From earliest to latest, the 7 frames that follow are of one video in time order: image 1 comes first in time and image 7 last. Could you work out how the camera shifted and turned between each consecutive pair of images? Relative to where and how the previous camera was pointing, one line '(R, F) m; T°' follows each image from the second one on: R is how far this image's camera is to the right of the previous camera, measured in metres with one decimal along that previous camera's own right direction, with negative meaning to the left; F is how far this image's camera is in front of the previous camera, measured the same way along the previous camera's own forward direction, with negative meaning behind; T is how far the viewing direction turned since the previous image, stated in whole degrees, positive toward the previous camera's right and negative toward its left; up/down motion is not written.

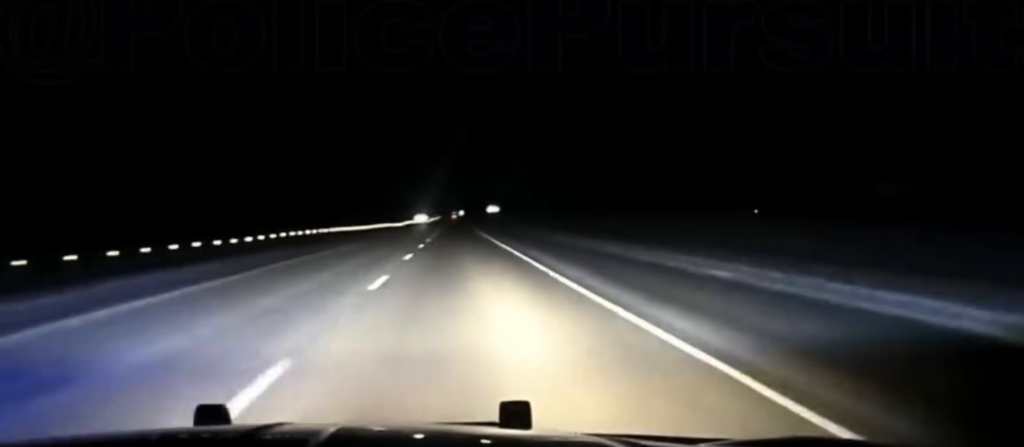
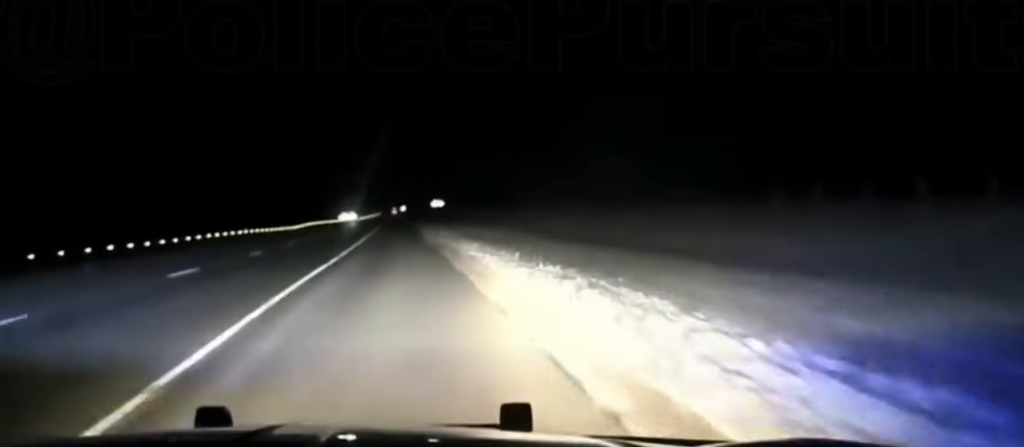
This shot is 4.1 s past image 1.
(+2.0, +82.7) m; +3°
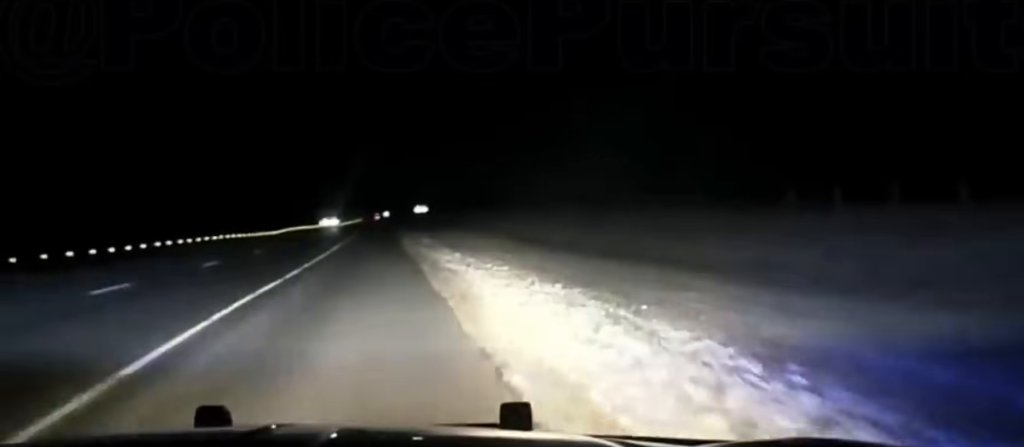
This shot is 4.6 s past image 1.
(0.0, +3.8) m; -2°
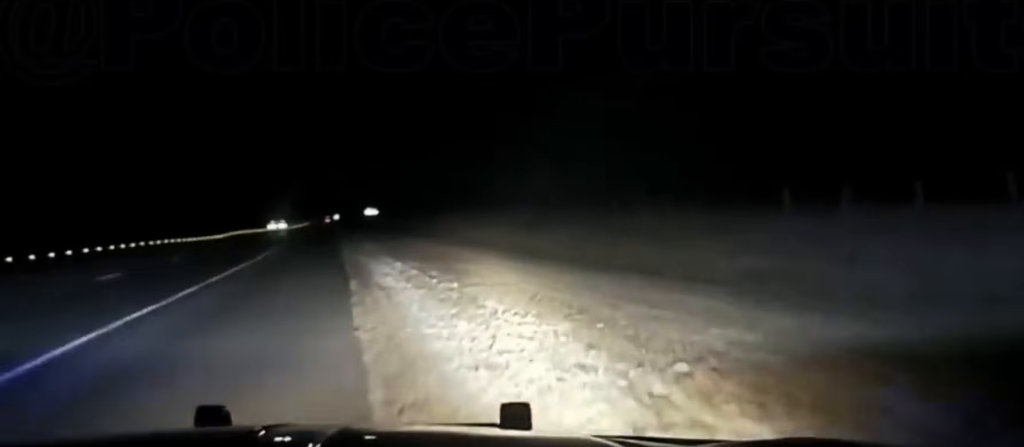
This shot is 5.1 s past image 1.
(+0.1, +4.7) m; -5°
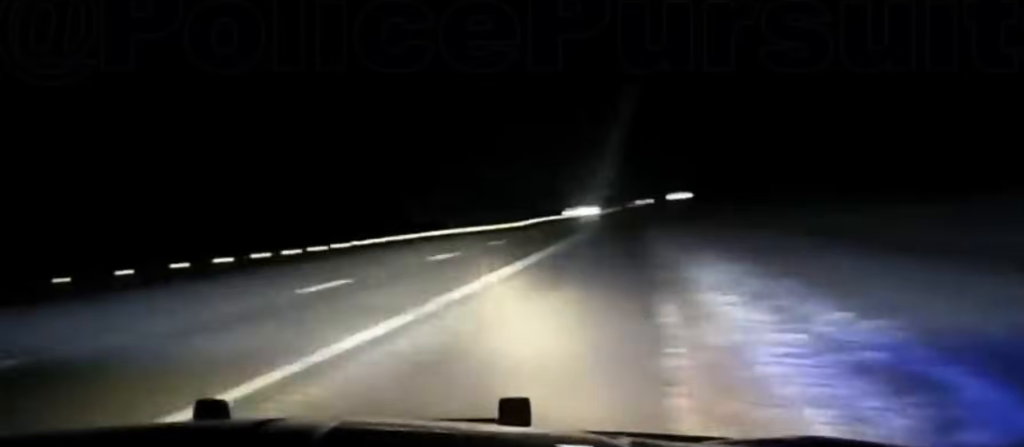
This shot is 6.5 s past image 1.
(-1.9, +5.4) m; -62°
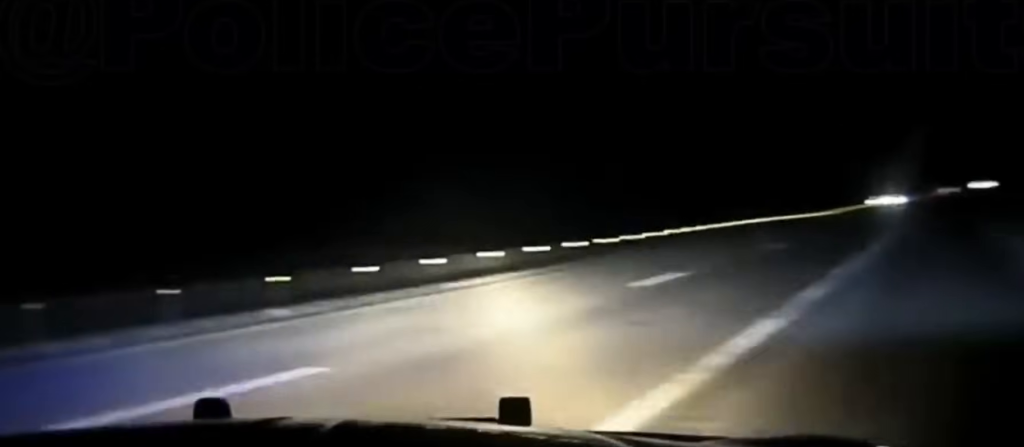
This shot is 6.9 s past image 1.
(-0.9, +1.4) m; -28°
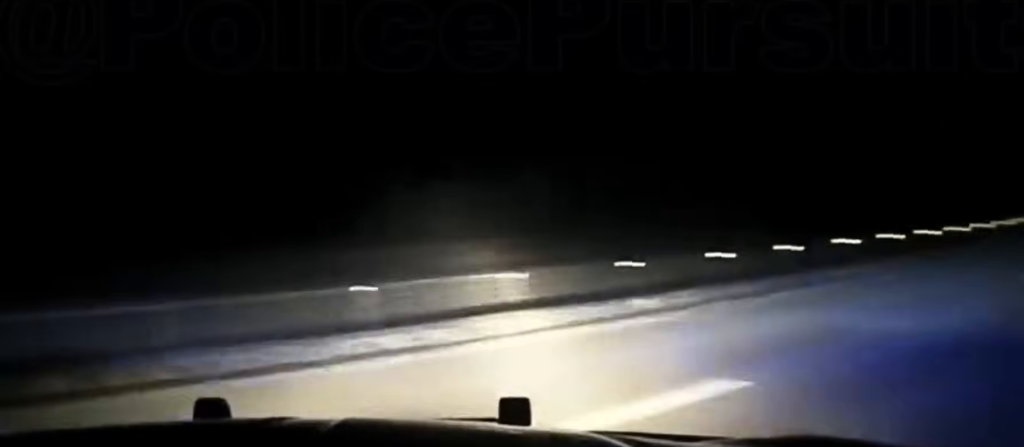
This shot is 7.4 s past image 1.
(-0.4, +2.2) m; -18°
